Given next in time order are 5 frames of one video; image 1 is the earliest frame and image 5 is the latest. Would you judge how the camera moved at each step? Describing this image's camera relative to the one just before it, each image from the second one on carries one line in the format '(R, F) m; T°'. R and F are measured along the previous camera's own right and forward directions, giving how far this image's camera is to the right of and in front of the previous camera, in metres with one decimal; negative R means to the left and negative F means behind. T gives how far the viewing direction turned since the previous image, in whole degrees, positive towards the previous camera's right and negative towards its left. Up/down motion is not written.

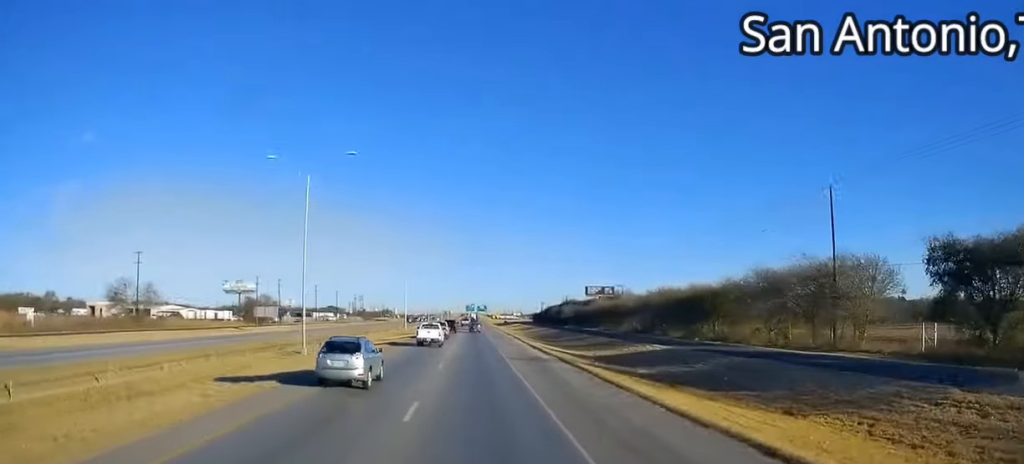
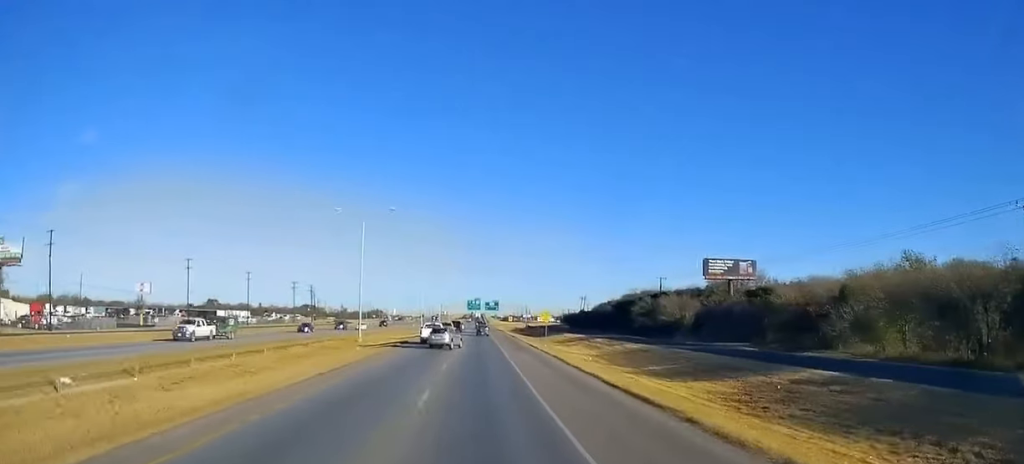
(0.0, +119.6) m; 0°
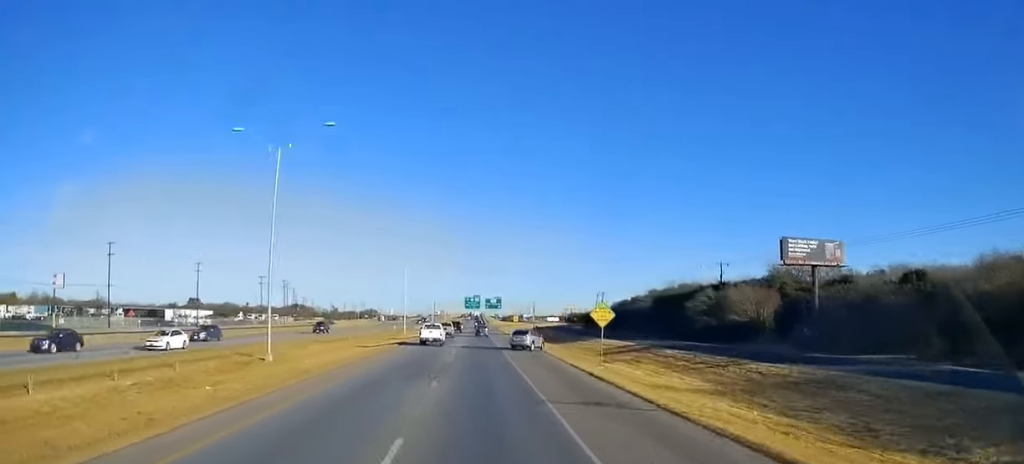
(0.0, +31.6) m; 0°
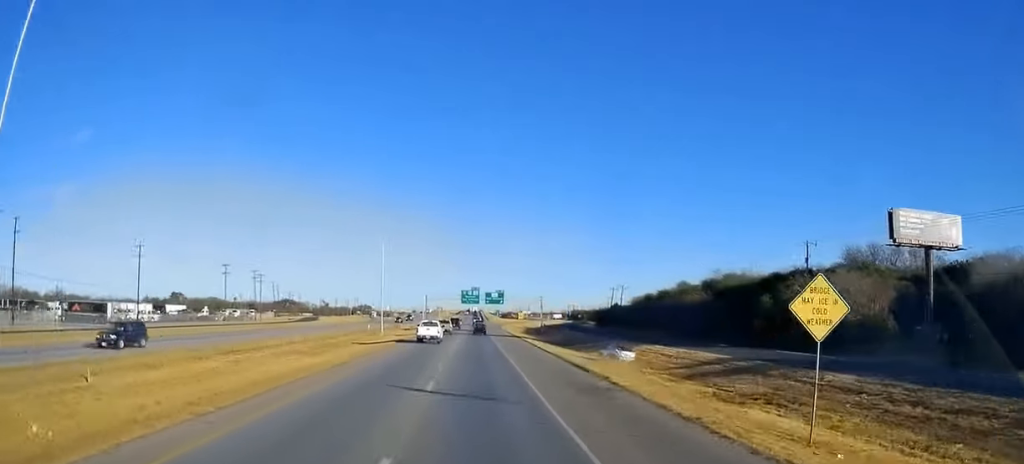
(0.0, +26.9) m; 0°
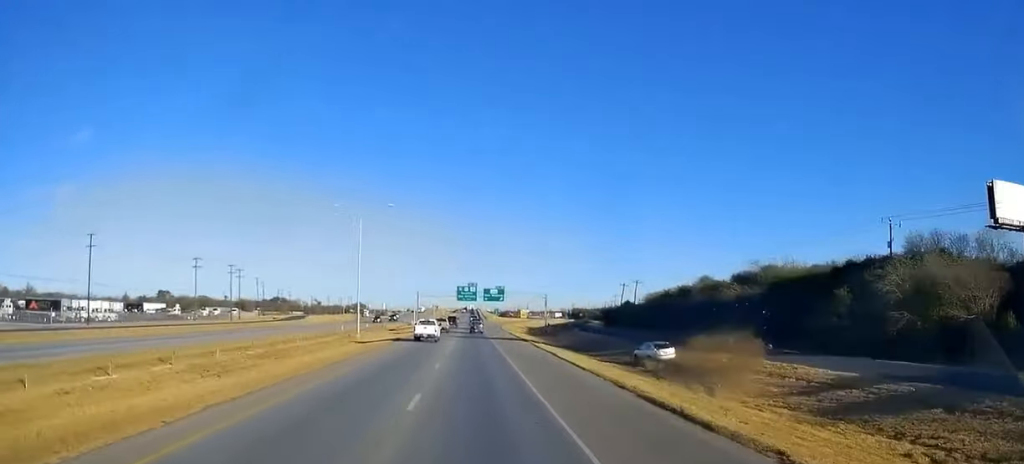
(0.0, +16.3) m; 0°
